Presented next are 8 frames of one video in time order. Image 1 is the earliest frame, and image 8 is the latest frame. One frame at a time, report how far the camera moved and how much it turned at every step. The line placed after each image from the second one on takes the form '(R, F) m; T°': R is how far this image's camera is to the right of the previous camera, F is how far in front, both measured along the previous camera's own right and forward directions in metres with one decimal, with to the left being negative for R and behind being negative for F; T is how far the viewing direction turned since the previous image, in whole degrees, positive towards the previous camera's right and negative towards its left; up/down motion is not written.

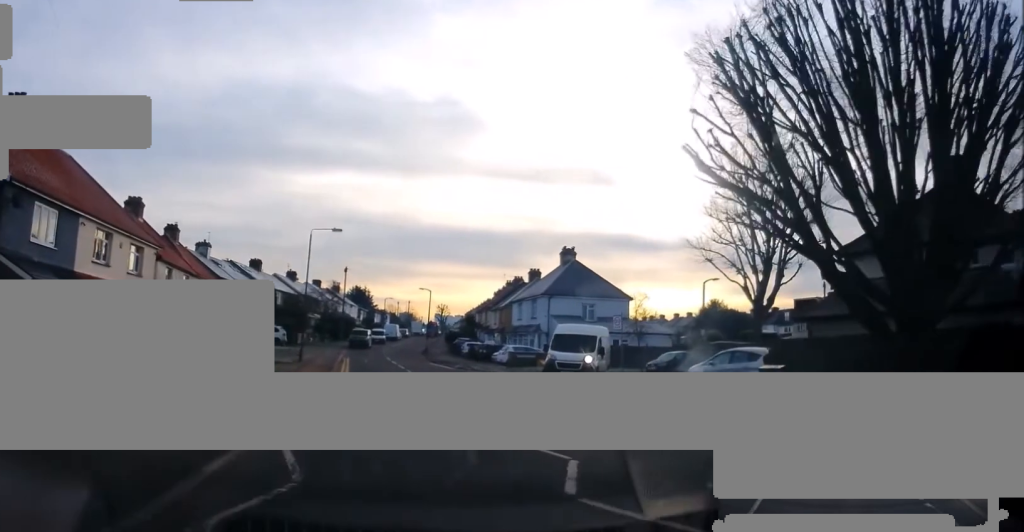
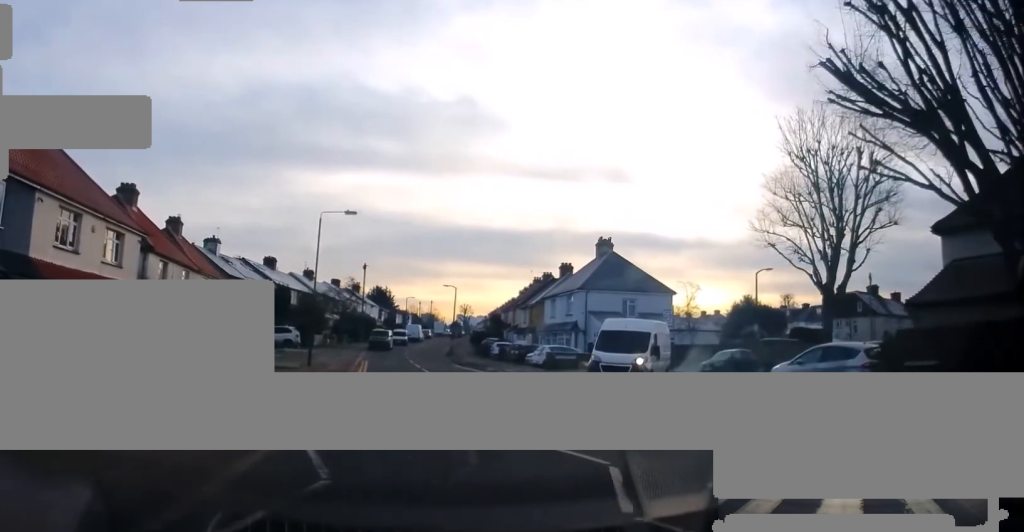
(0.0, +4.6) m; 0°
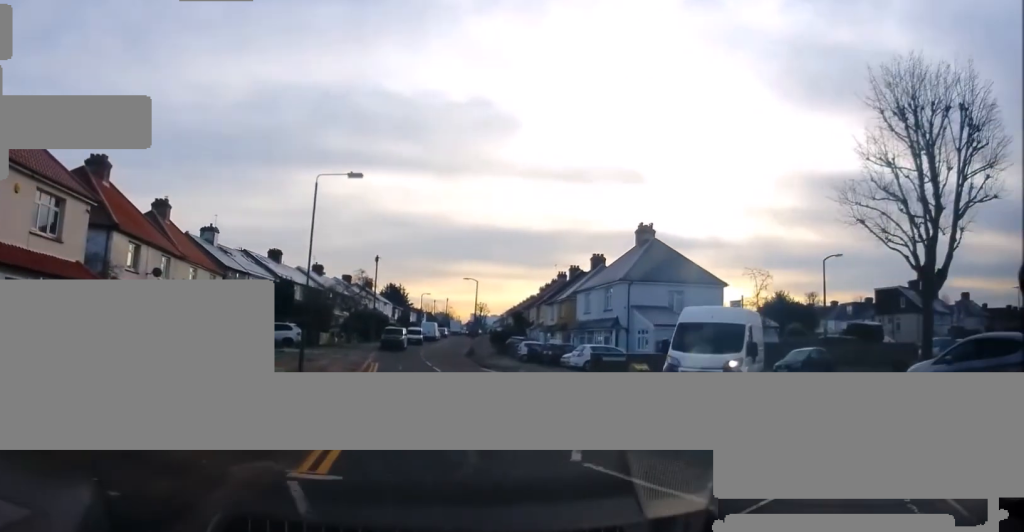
(0.0, +6.4) m; -1°
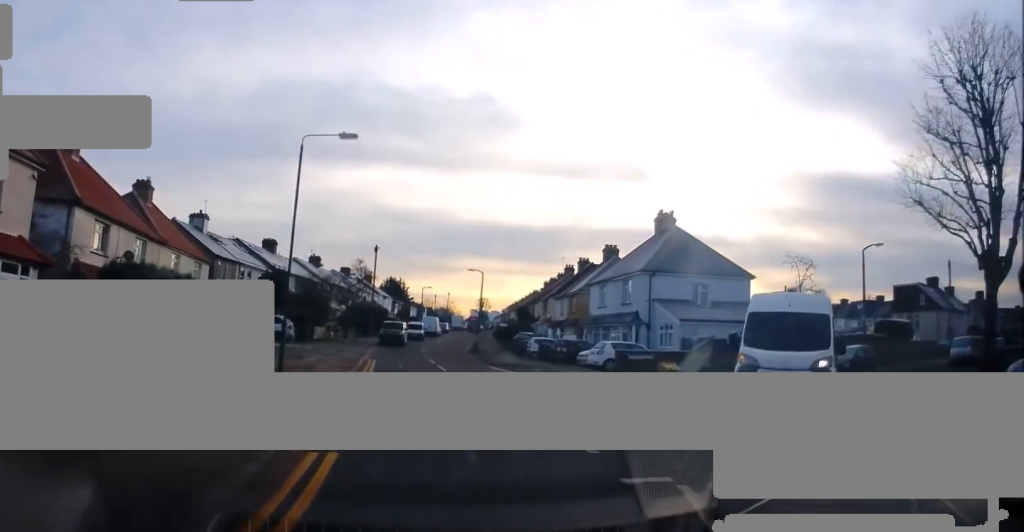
(0.0, +3.8) m; -1°
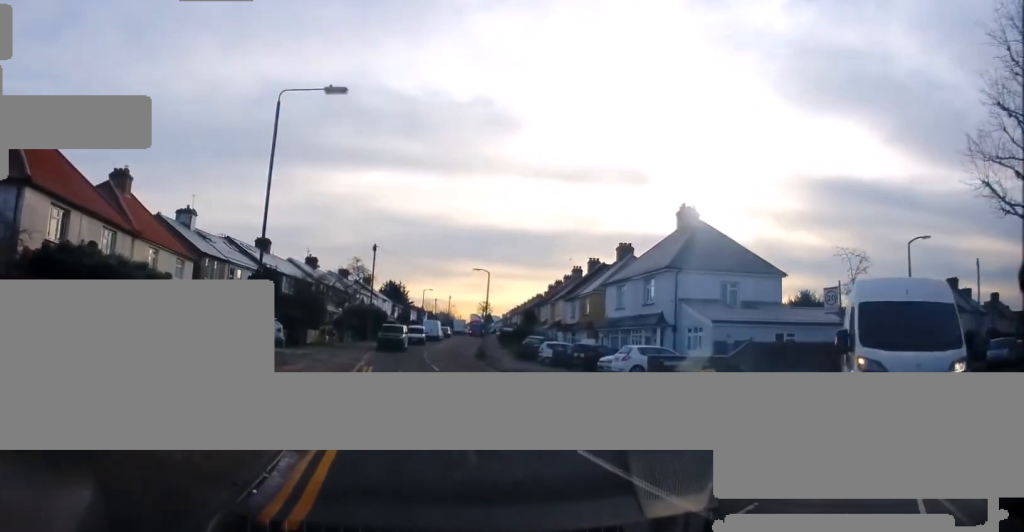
(-0.1, +3.6) m; 0°
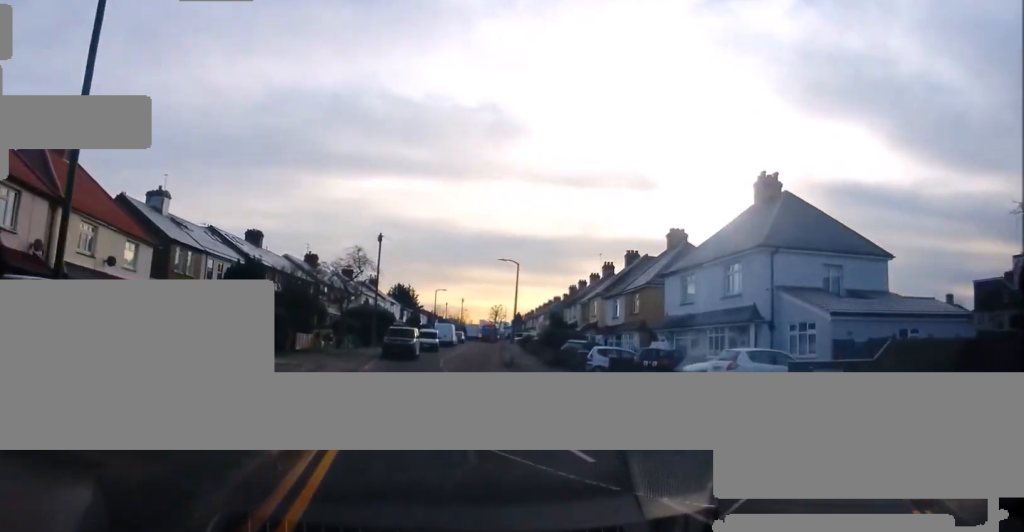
(+0.1, +9.5) m; +1°
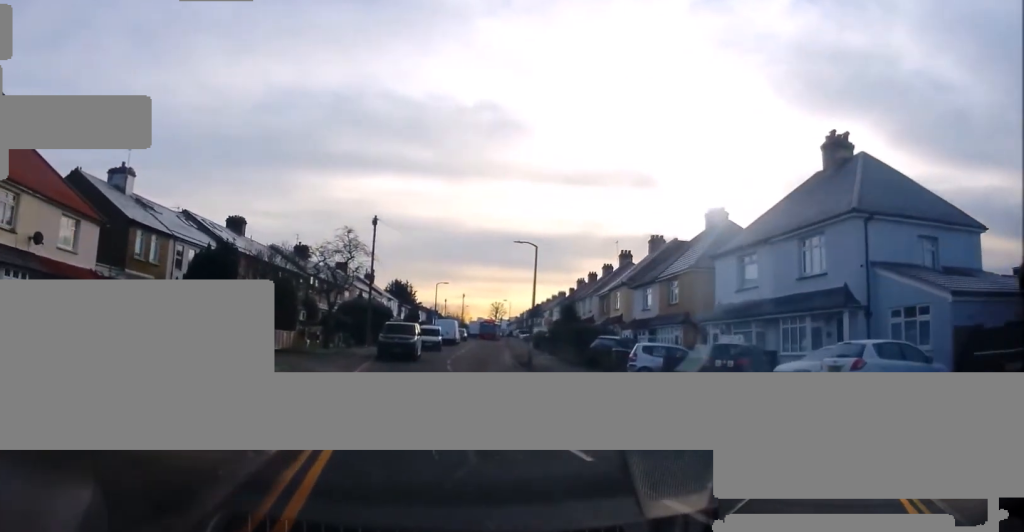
(0.0, +6.8) m; +1°
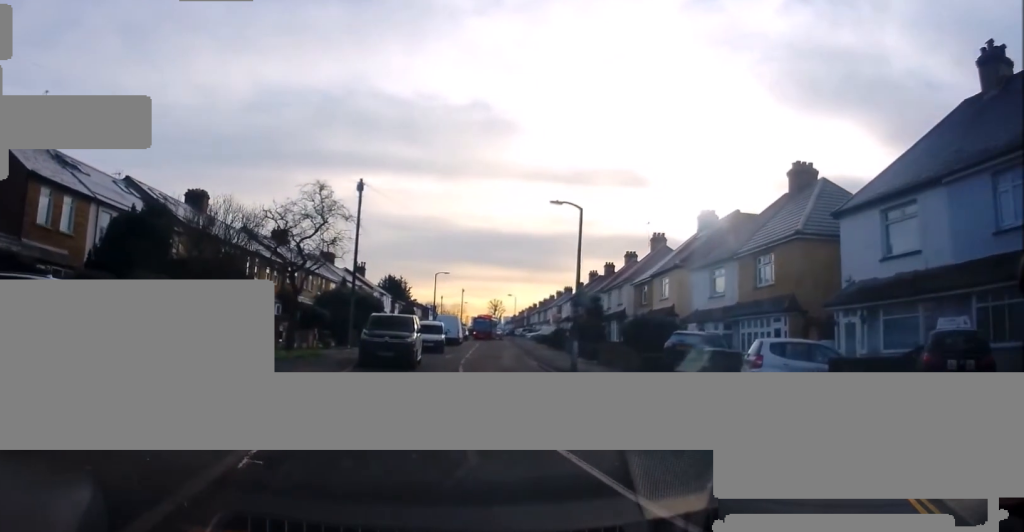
(+0.2, +10.9) m; 0°
